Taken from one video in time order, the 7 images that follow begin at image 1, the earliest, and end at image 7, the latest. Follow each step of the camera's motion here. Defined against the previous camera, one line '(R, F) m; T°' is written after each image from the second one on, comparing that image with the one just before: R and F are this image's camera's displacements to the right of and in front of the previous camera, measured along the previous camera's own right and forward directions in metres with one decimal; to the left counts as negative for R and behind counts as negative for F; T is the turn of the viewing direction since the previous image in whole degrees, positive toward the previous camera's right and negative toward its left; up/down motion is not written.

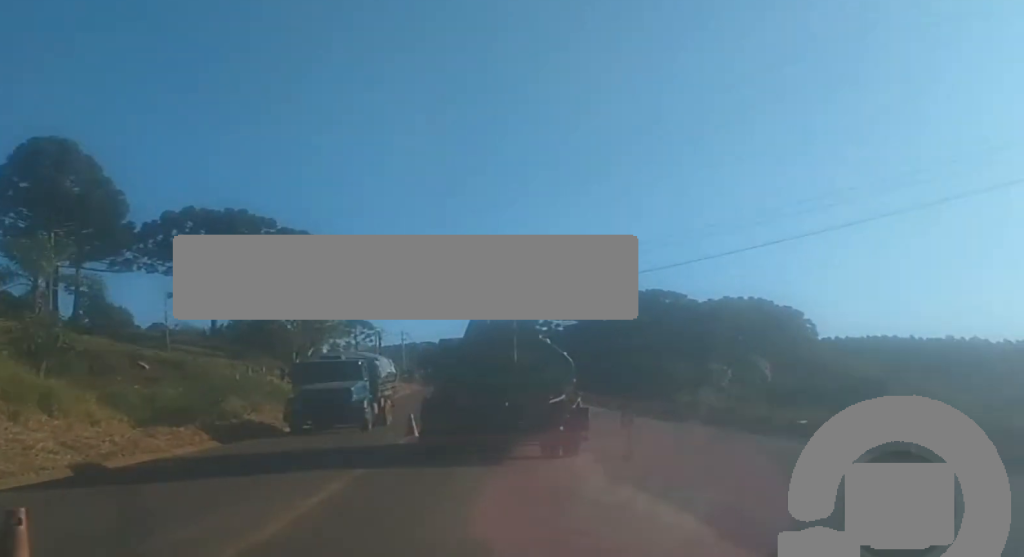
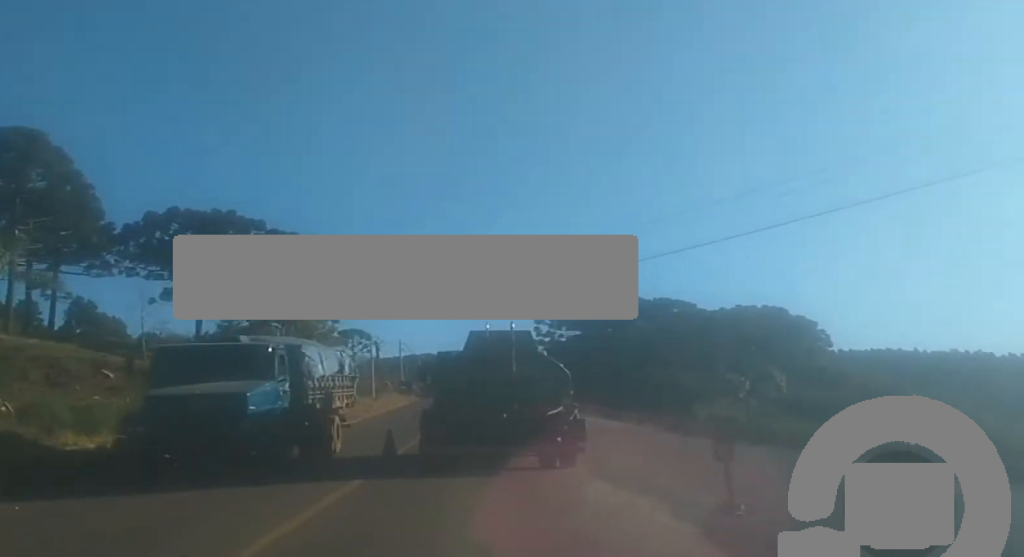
(+0.1, +7.2) m; +1°
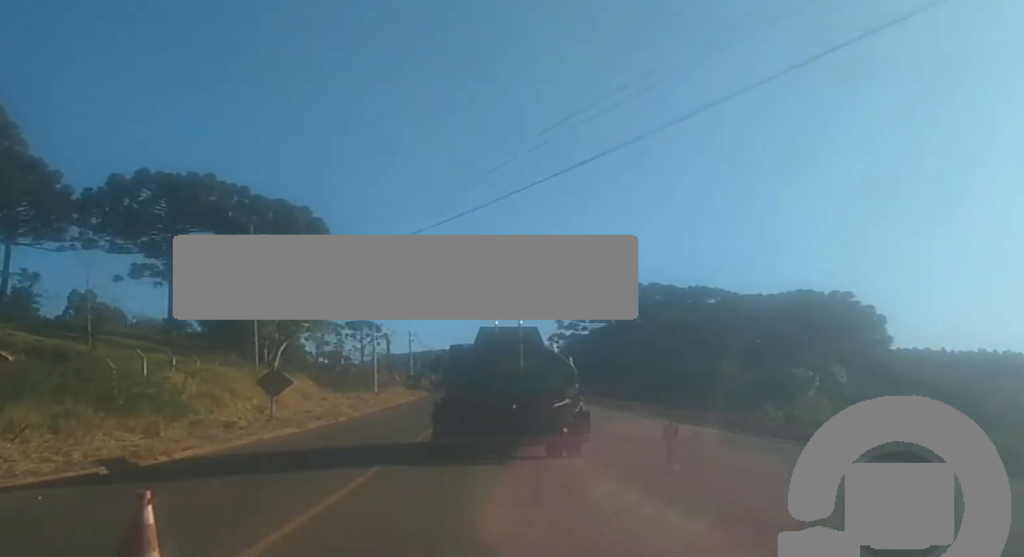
(-0.1, +16.8) m; 0°
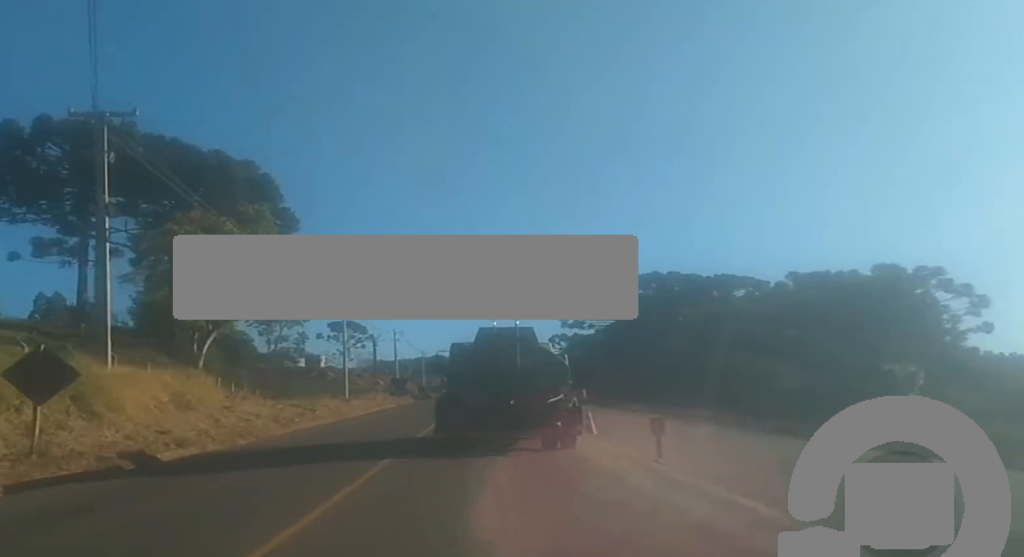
(-0.1, +21.7) m; -1°
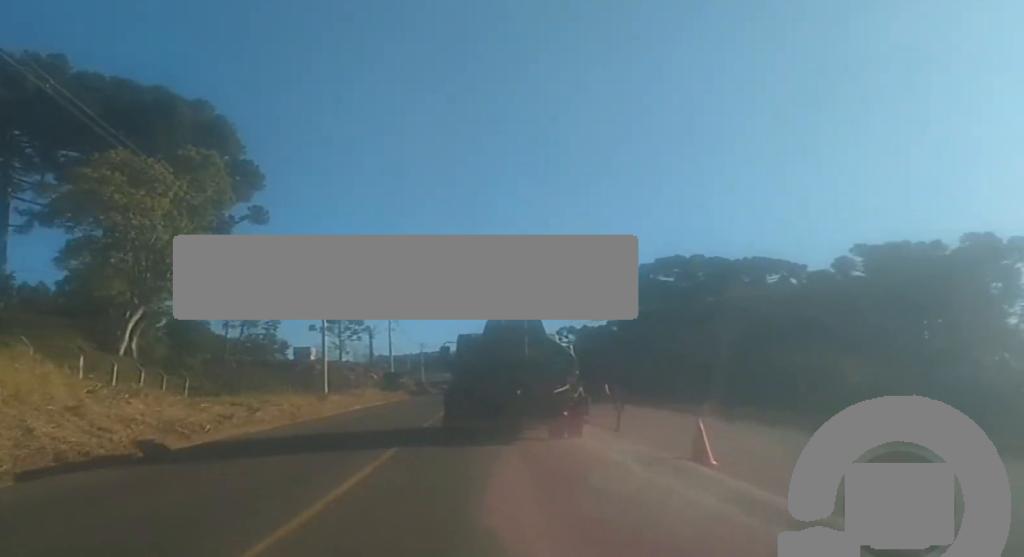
(-0.1, +14.1) m; +1°
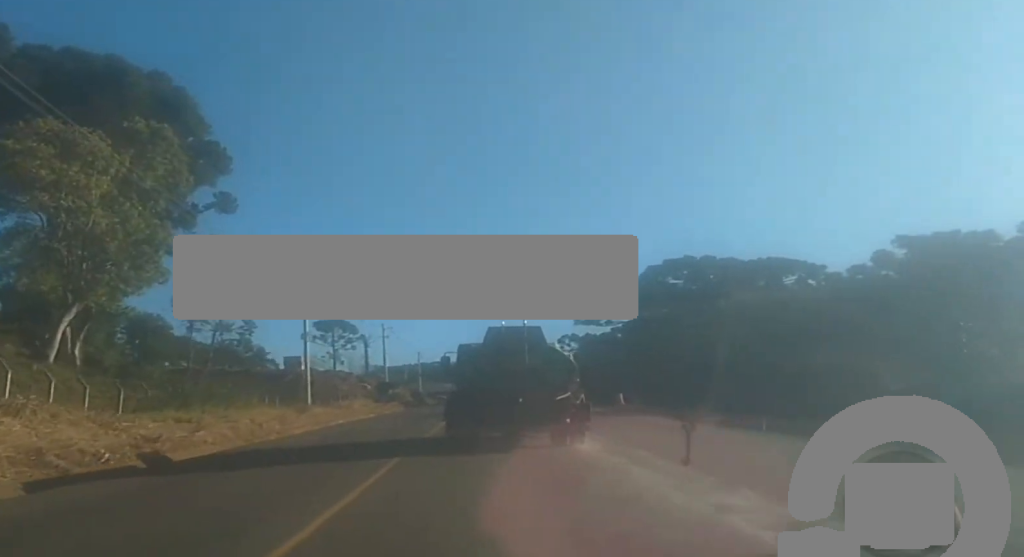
(0.0, +7.5) m; +1°
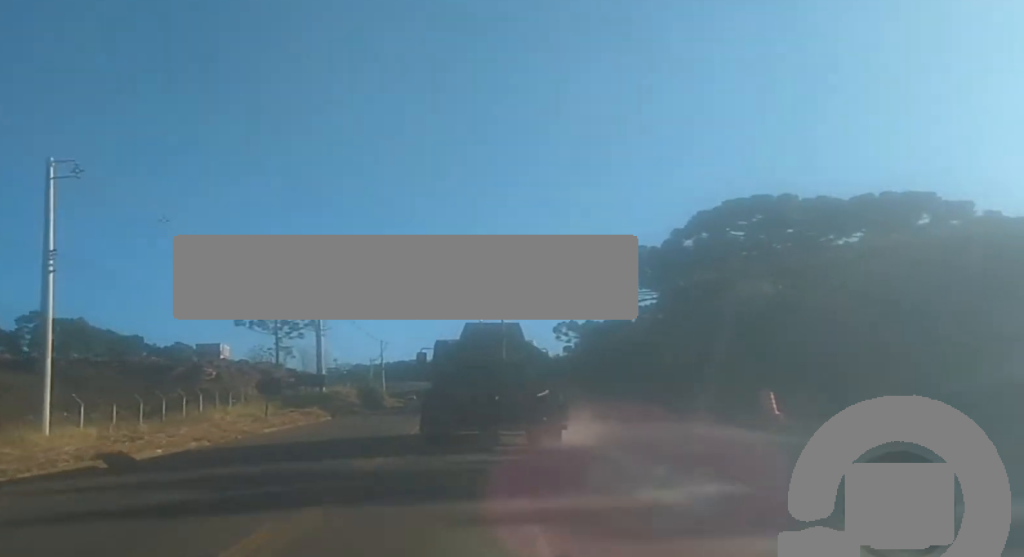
(-0.2, +39.8) m; -1°
